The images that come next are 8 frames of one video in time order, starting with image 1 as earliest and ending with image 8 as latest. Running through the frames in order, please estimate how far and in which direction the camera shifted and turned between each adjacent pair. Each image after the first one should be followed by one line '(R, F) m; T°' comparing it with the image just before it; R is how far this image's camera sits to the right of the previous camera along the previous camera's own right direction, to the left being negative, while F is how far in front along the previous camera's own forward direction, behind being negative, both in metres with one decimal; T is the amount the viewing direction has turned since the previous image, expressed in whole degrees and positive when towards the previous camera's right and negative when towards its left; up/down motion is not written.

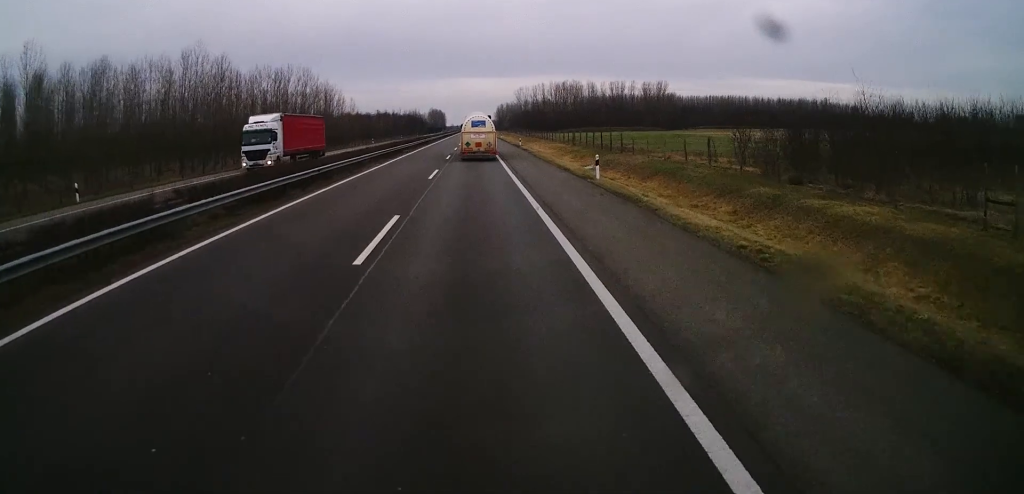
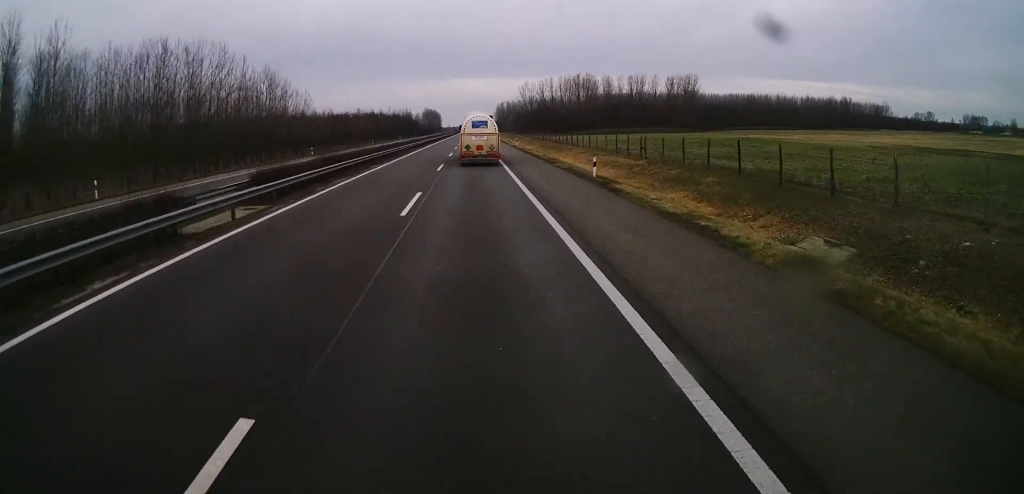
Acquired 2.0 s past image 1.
(0.0, +47.8) m; -1°
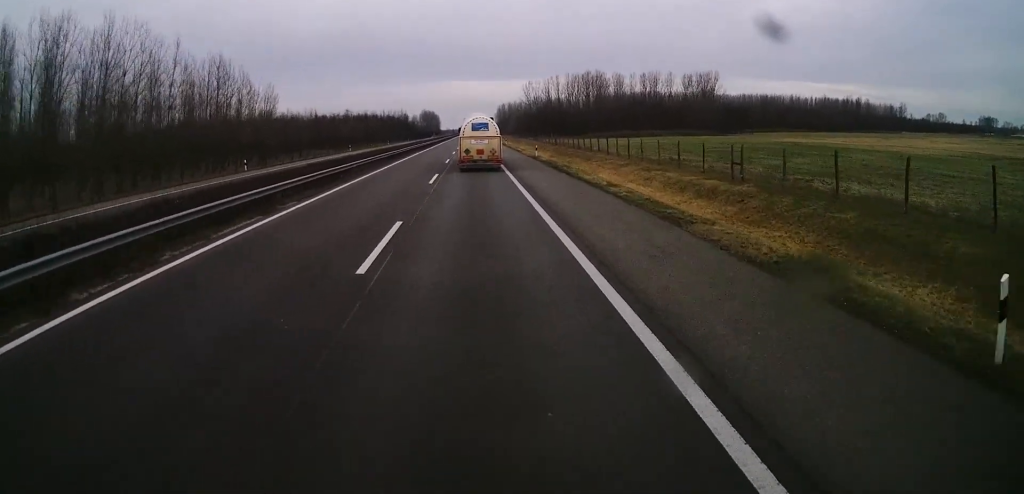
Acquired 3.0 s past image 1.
(0.0, +24.5) m; 0°
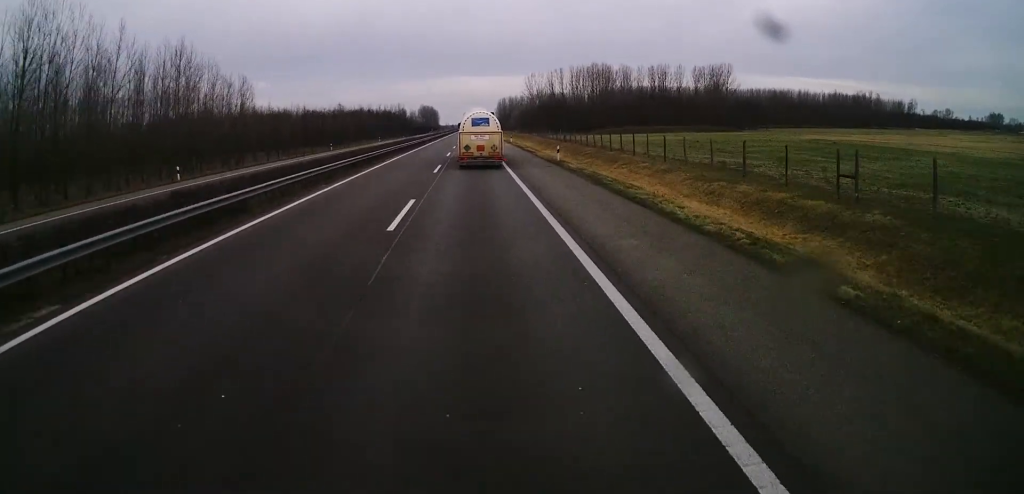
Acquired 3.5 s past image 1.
(+0.1, +14.0) m; 0°
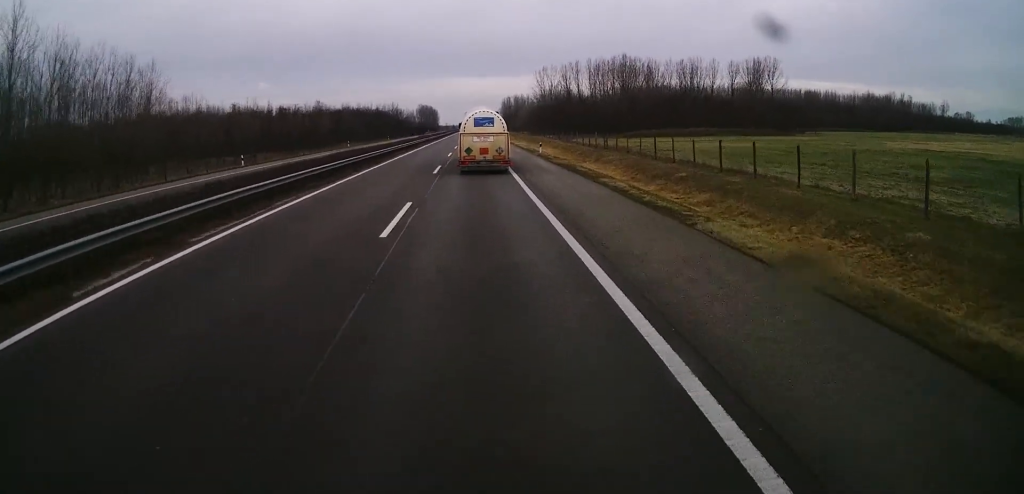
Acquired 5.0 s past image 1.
(-0.1, +37.1) m; 0°
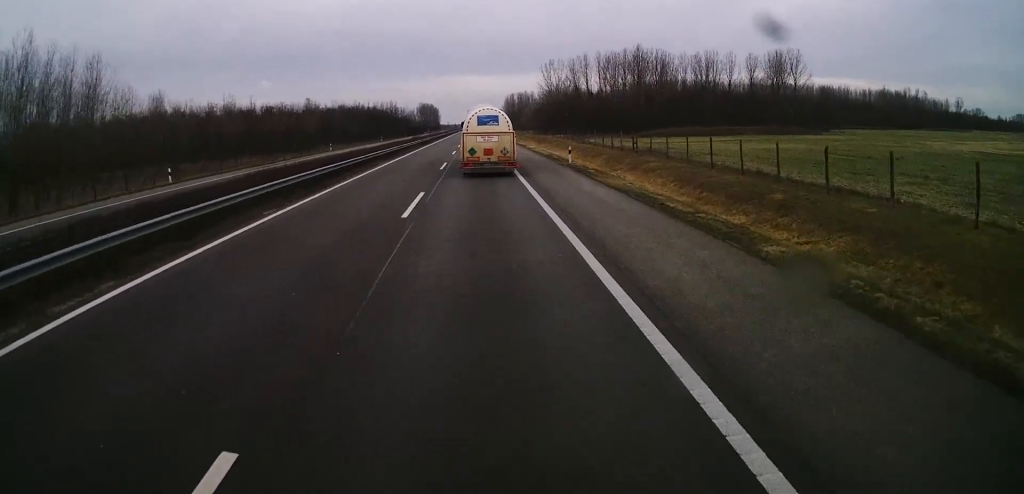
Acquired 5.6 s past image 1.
(0.0, +14.8) m; 0°
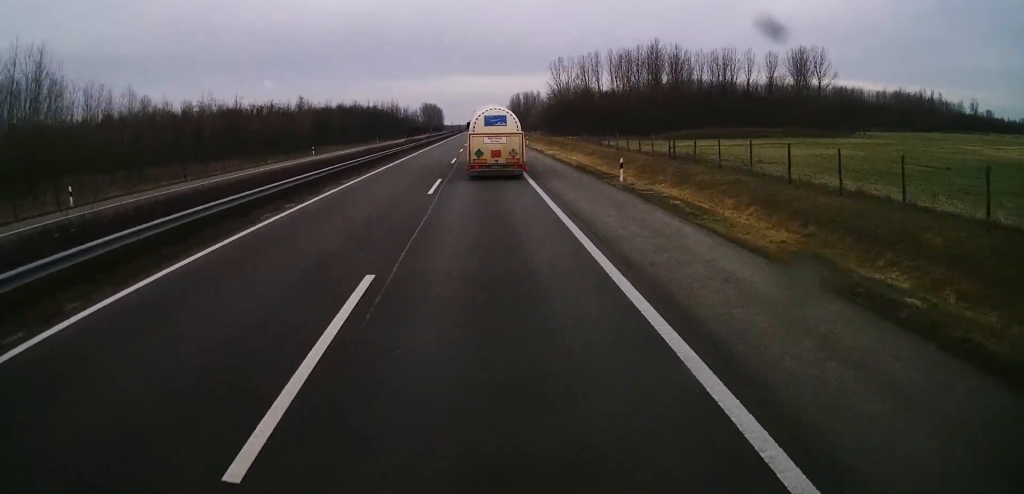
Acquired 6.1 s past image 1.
(0.0, +12.4) m; 0°
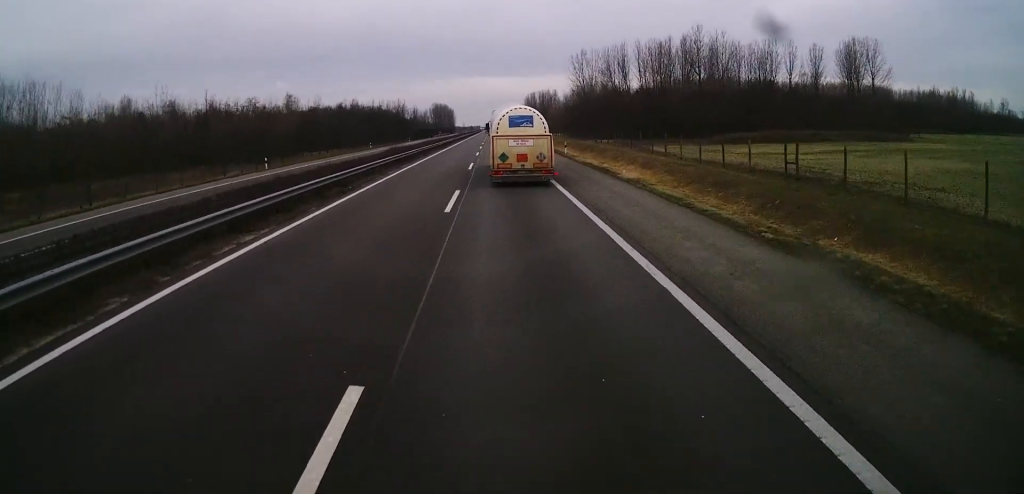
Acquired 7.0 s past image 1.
(+0.1, +22.5) m; 0°
